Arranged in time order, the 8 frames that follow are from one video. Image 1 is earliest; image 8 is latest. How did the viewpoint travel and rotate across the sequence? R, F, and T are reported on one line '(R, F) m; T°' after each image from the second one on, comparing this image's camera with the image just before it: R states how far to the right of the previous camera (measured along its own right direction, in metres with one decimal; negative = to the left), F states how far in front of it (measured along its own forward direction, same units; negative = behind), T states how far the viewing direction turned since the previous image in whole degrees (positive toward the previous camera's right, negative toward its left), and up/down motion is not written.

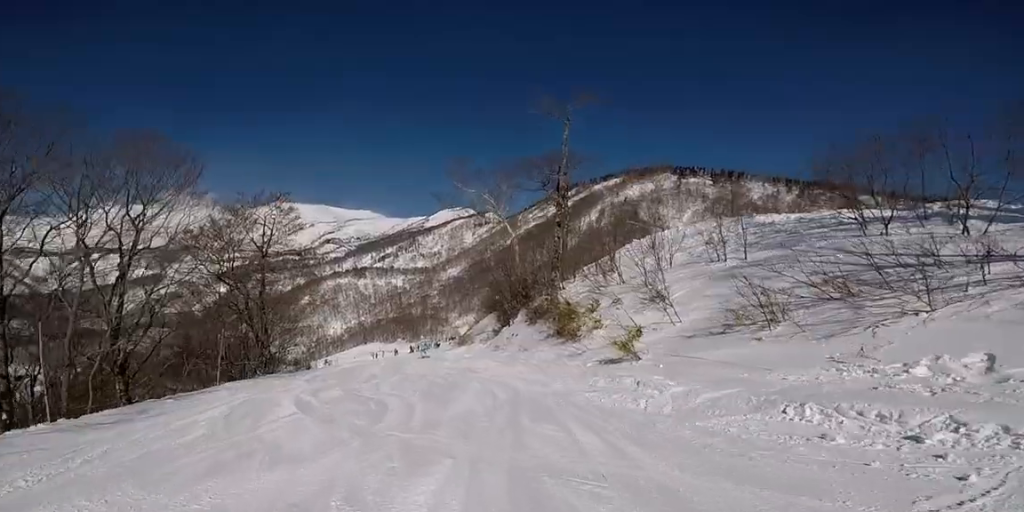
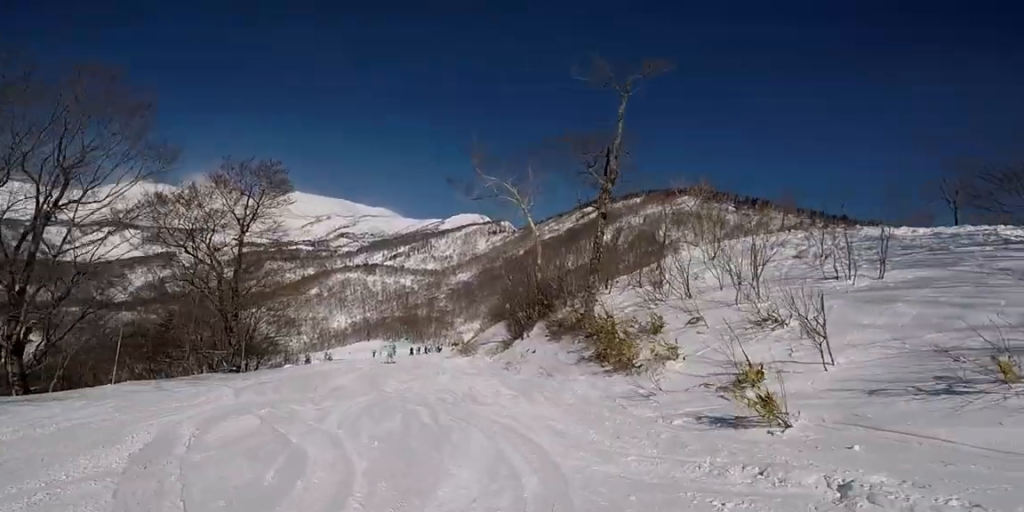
(-0.5, +4.2) m; -7°
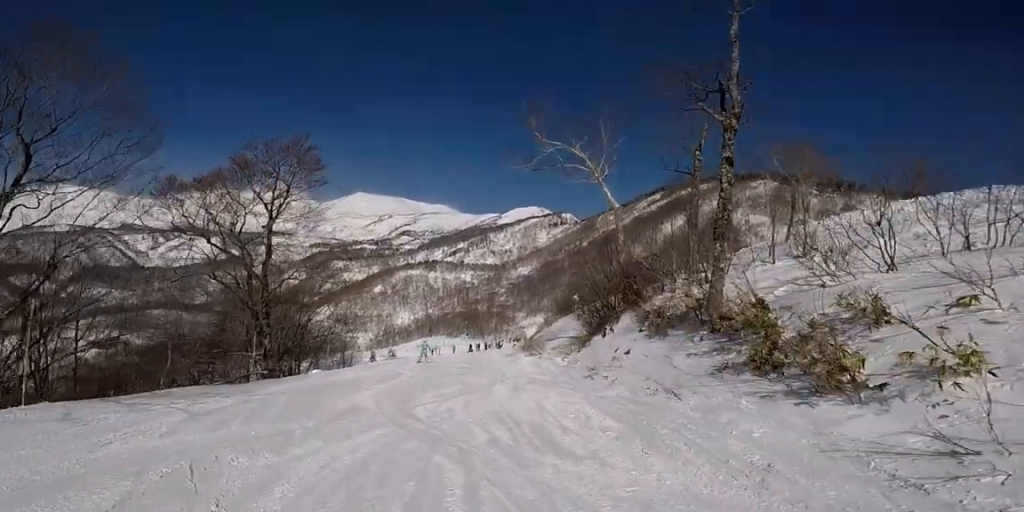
(-0.1, +4.0) m; -1°
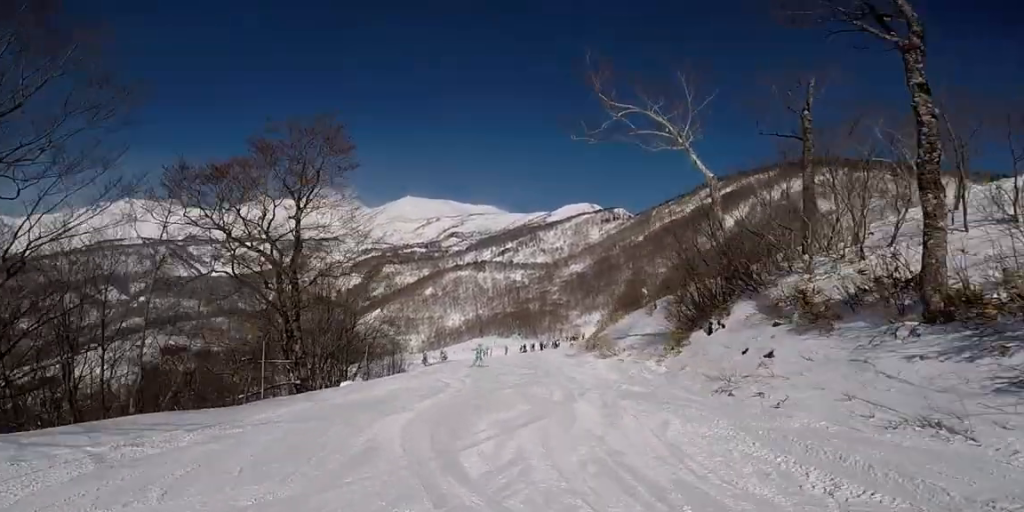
(0.0, +3.3) m; +2°
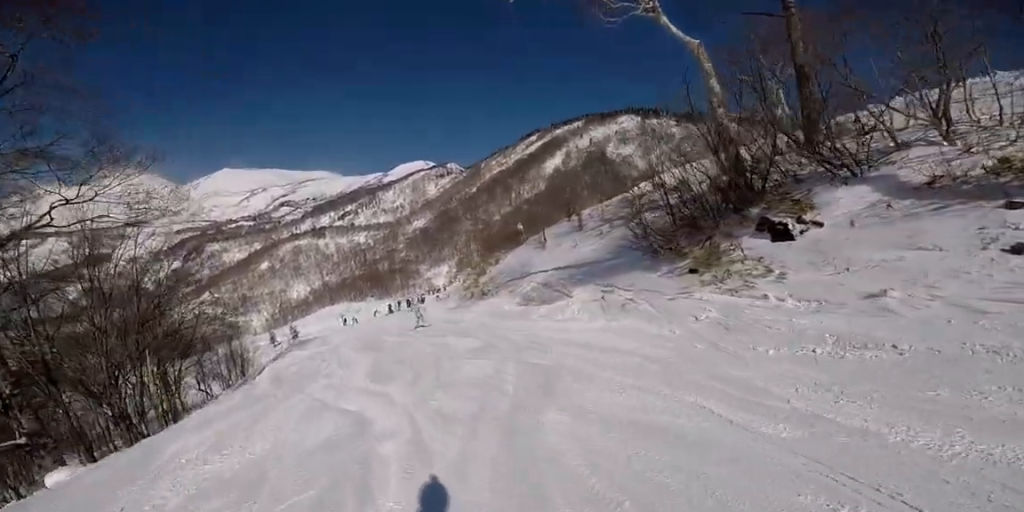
(+1.4, +7.4) m; +20°
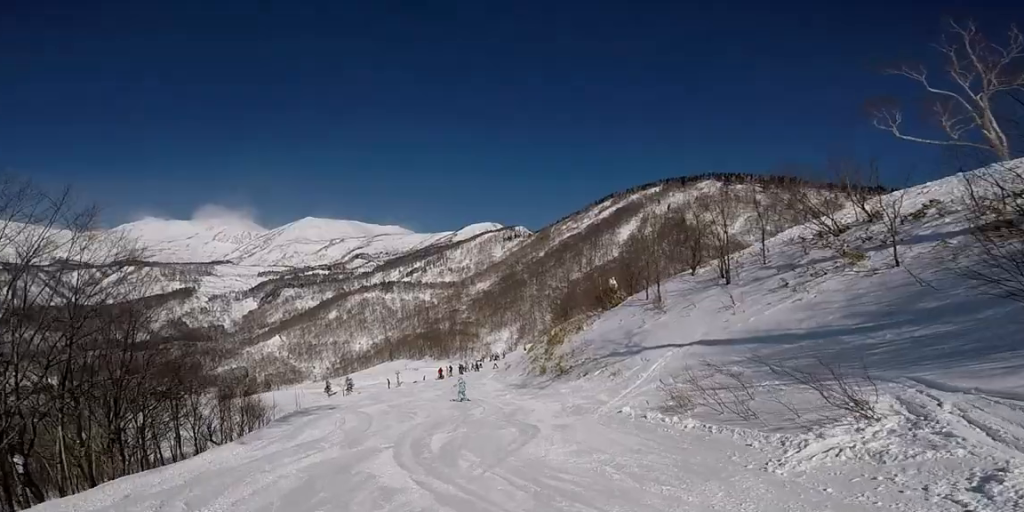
(-0.2, +9.6) m; -15°
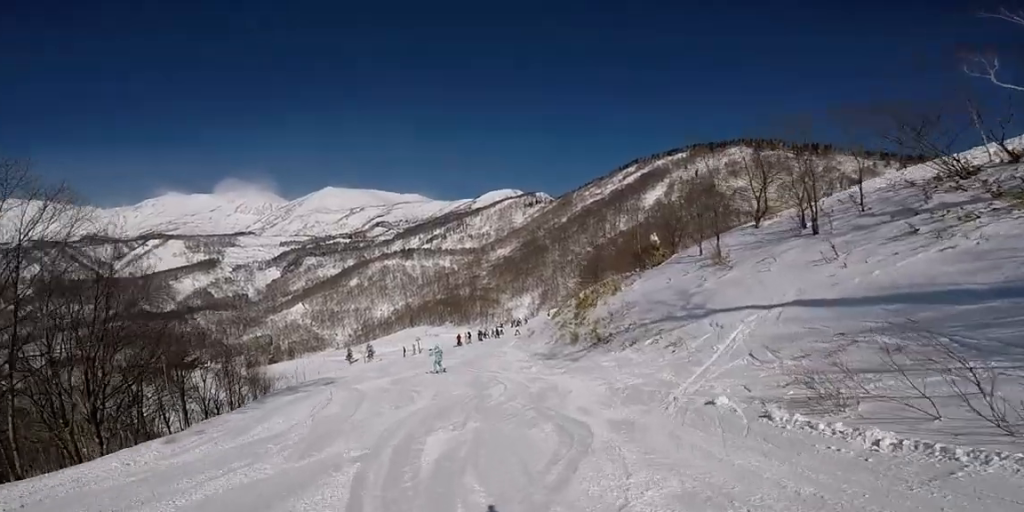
(-0.5, +3.8) m; -5°
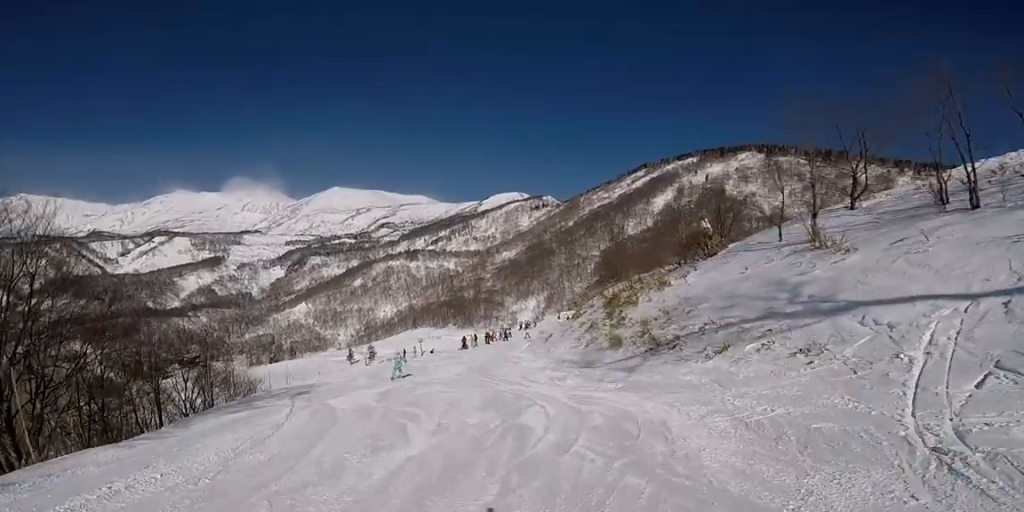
(0.0, +4.8) m; +5°
